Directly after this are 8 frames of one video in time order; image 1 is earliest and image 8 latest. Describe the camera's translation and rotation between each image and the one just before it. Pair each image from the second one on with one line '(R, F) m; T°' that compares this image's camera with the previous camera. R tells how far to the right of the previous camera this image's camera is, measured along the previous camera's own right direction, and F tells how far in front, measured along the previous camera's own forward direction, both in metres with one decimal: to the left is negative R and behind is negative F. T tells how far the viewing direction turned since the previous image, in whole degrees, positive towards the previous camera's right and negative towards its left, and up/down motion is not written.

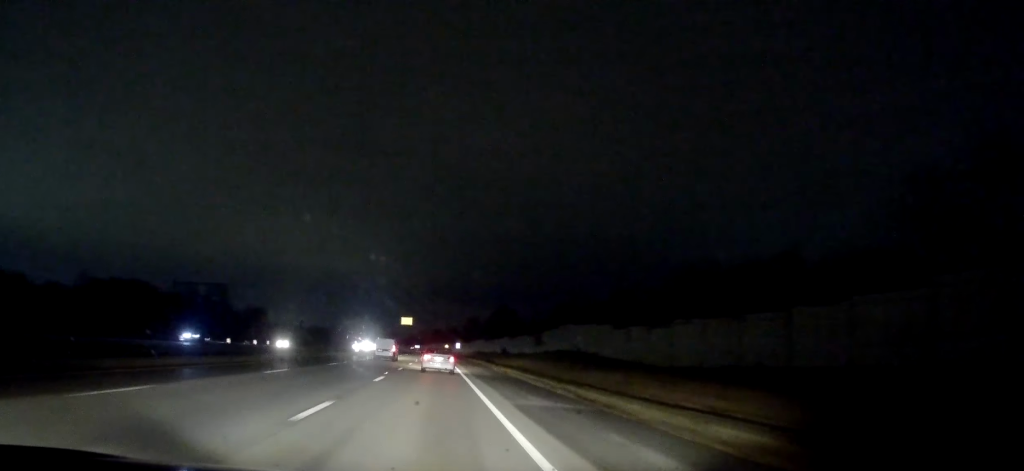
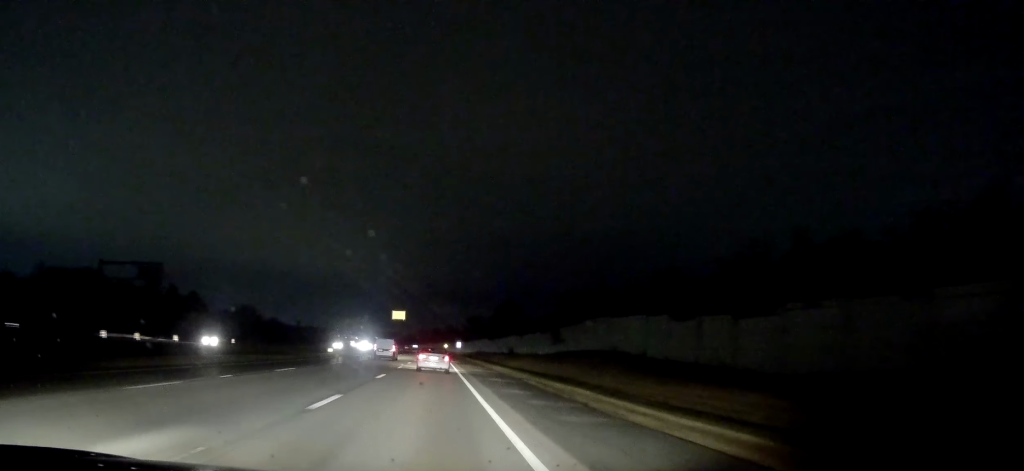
(0.0, +21.6) m; 0°
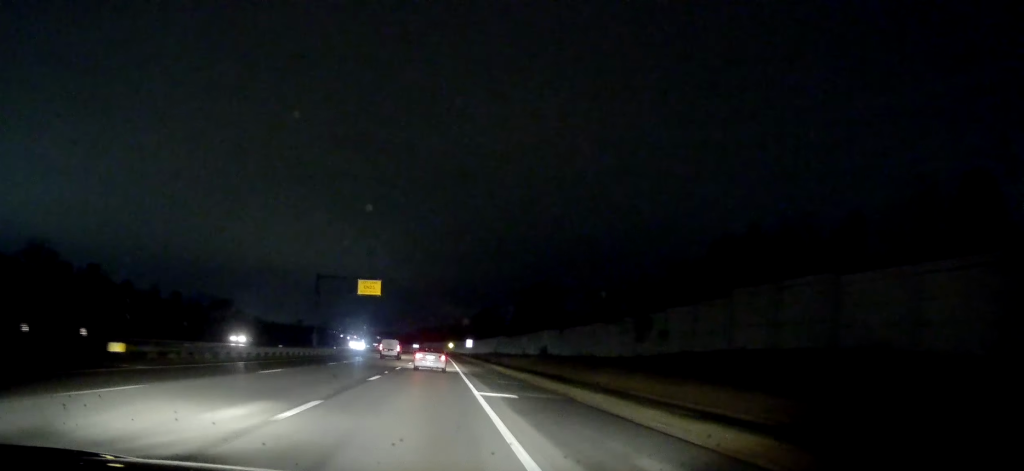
(-0.1, +49.2) m; 0°
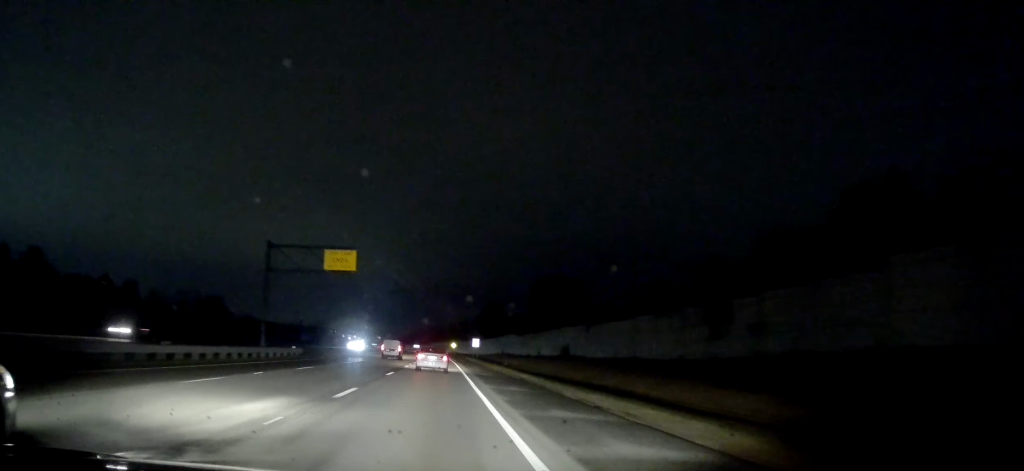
(-0.1, +18.9) m; 0°
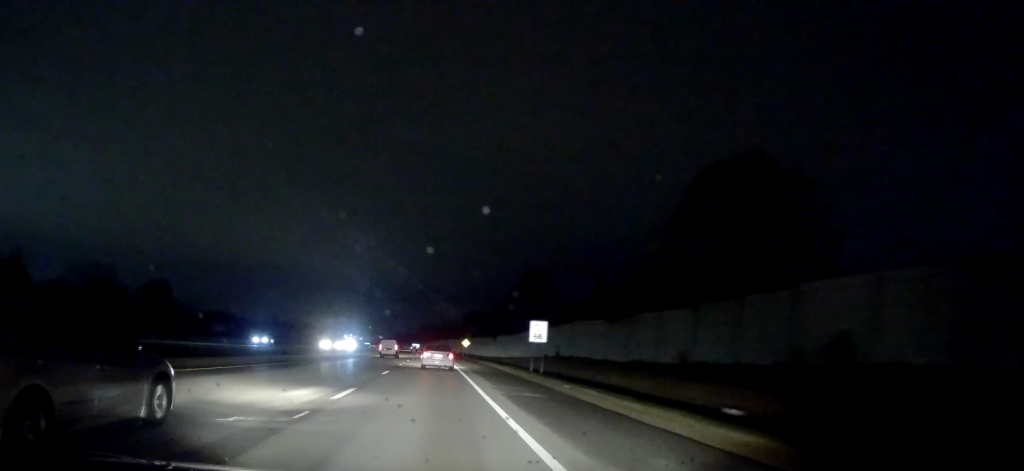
(0.0, +72.0) m; -1°
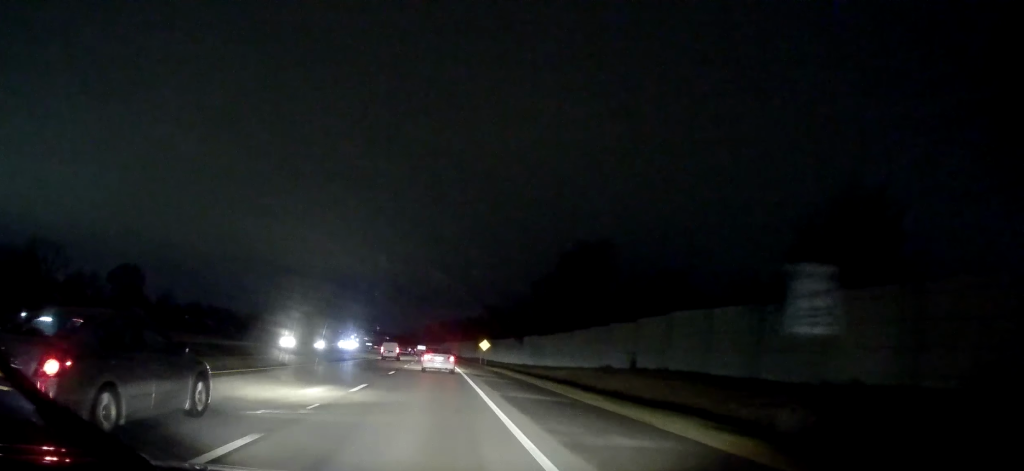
(-0.2, +32.8) m; 0°
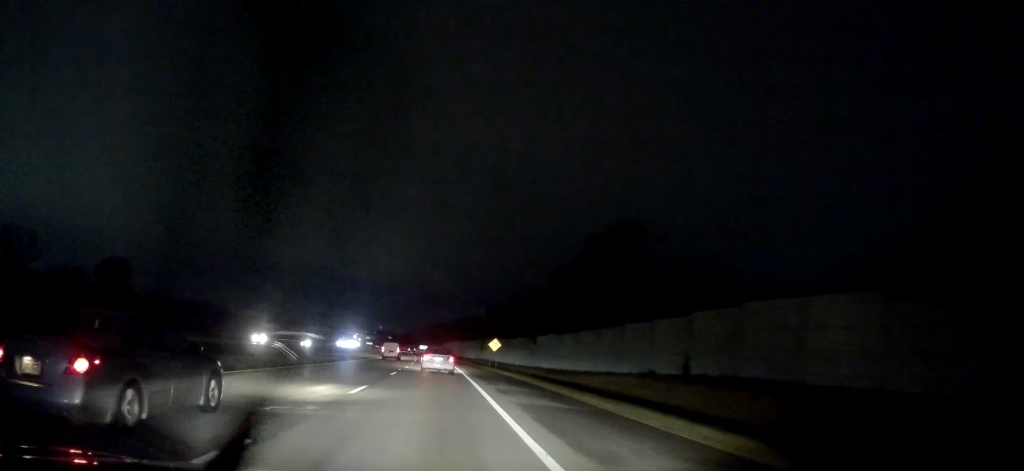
(0.0, +12.4) m; 0°
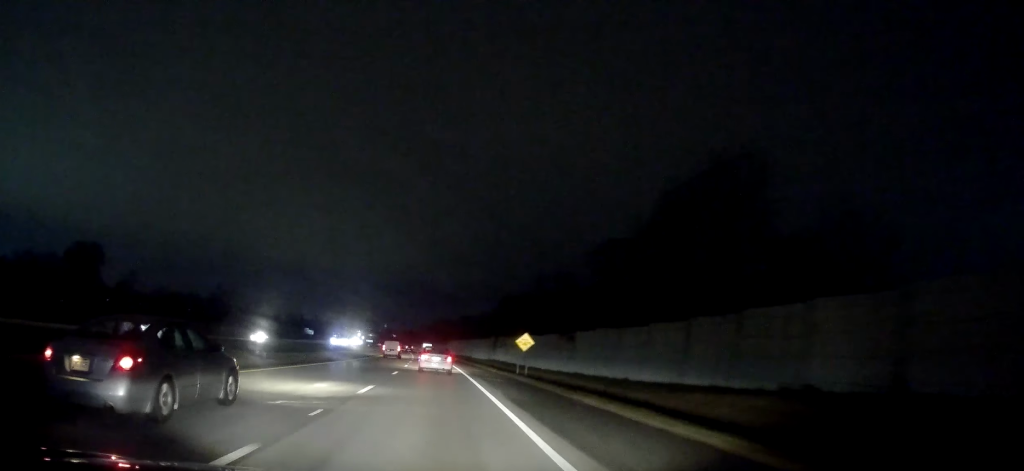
(0.0, +23.9) m; 0°
